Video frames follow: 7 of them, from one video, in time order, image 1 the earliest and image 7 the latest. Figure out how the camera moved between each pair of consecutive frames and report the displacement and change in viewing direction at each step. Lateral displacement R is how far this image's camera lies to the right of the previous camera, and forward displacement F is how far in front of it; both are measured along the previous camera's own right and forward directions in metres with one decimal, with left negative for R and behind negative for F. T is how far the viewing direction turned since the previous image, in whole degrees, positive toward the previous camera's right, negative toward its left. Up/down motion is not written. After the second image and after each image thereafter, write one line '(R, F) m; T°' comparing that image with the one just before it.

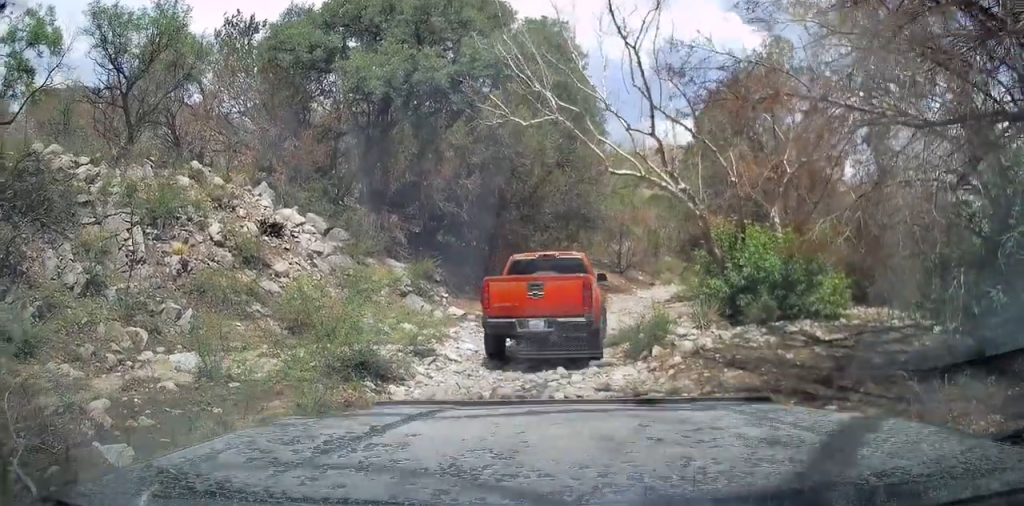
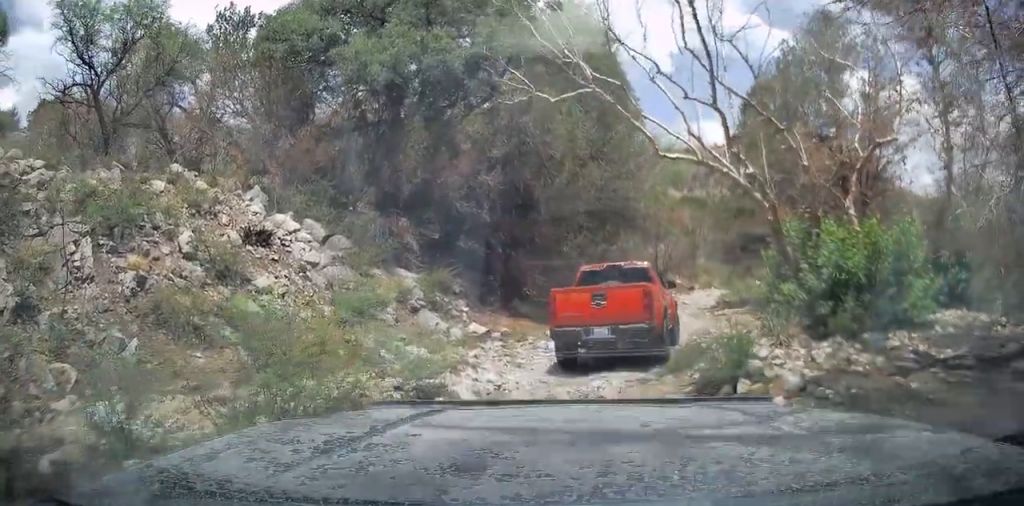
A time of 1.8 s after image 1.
(0.0, +2.0) m; 0°
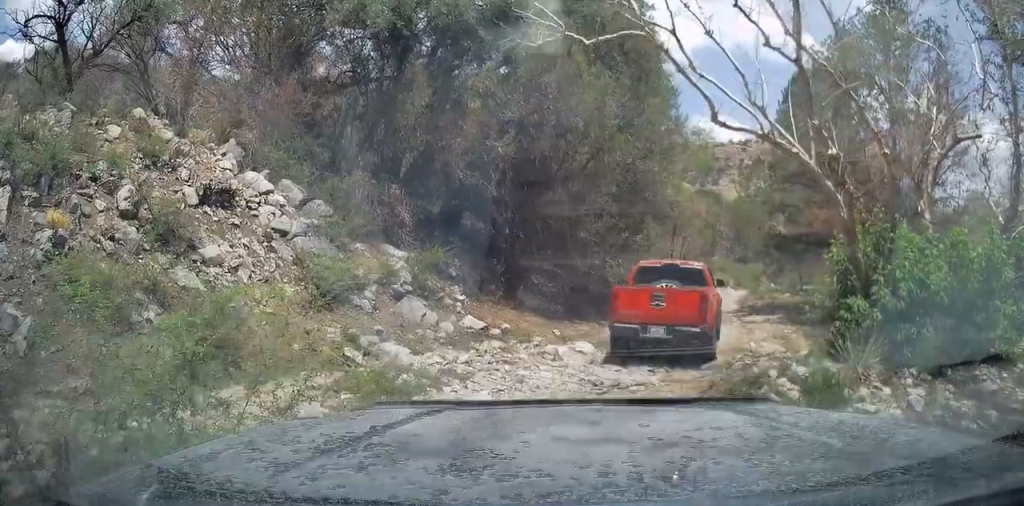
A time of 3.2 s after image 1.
(0.0, +2.2) m; 0°
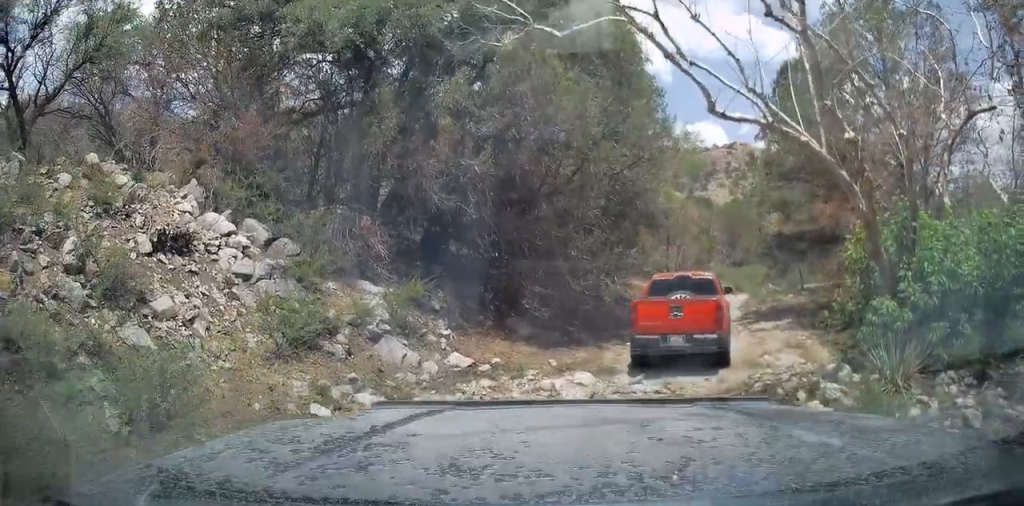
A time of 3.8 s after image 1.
(0.0, +1.1) m; 0°
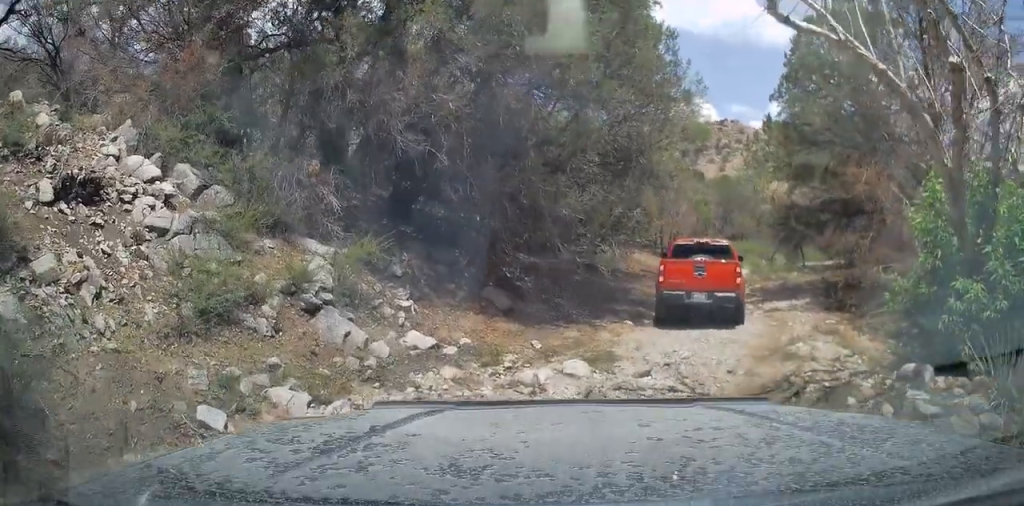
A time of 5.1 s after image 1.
(0.0, +2.5) m; -3°
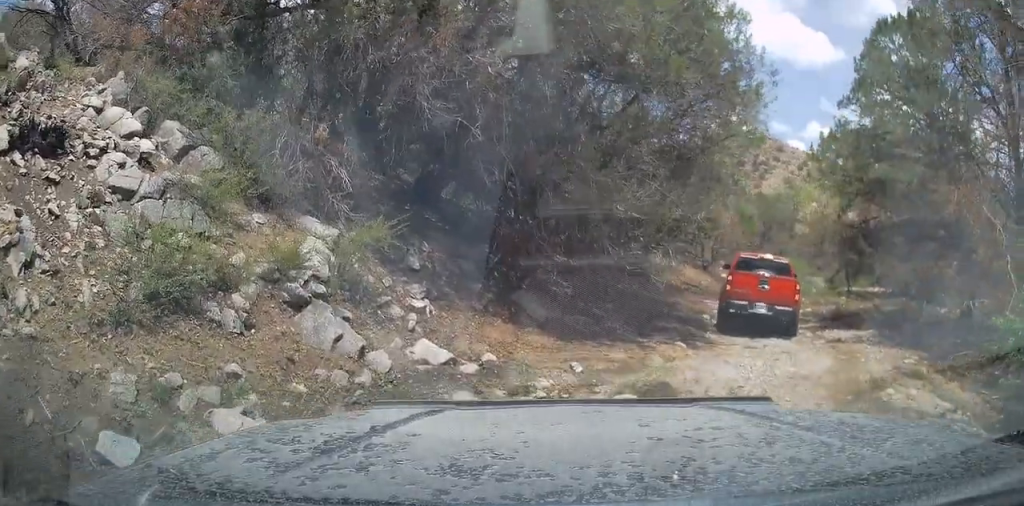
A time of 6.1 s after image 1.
(-0.2, +2.3) m; -13°
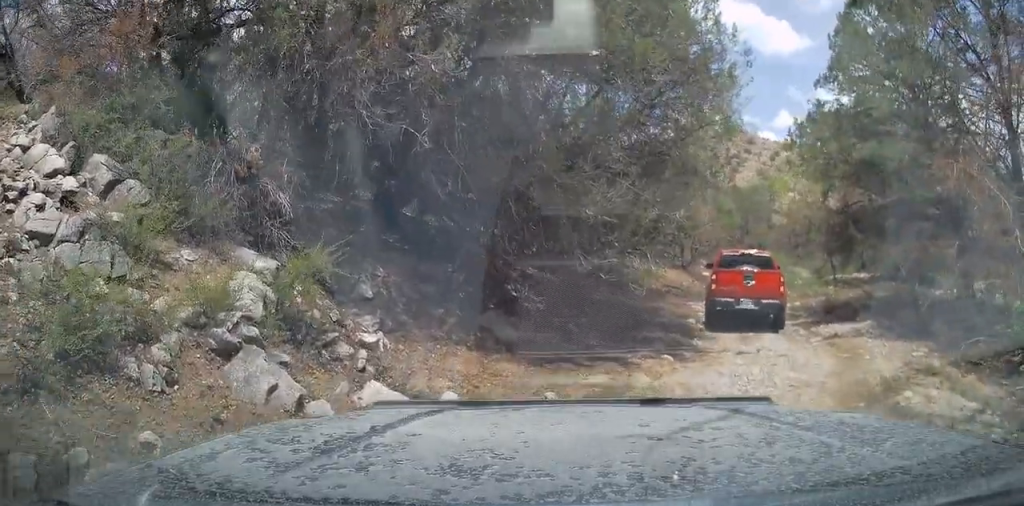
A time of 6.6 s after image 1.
(-0.4, +1.0) m; +7°
